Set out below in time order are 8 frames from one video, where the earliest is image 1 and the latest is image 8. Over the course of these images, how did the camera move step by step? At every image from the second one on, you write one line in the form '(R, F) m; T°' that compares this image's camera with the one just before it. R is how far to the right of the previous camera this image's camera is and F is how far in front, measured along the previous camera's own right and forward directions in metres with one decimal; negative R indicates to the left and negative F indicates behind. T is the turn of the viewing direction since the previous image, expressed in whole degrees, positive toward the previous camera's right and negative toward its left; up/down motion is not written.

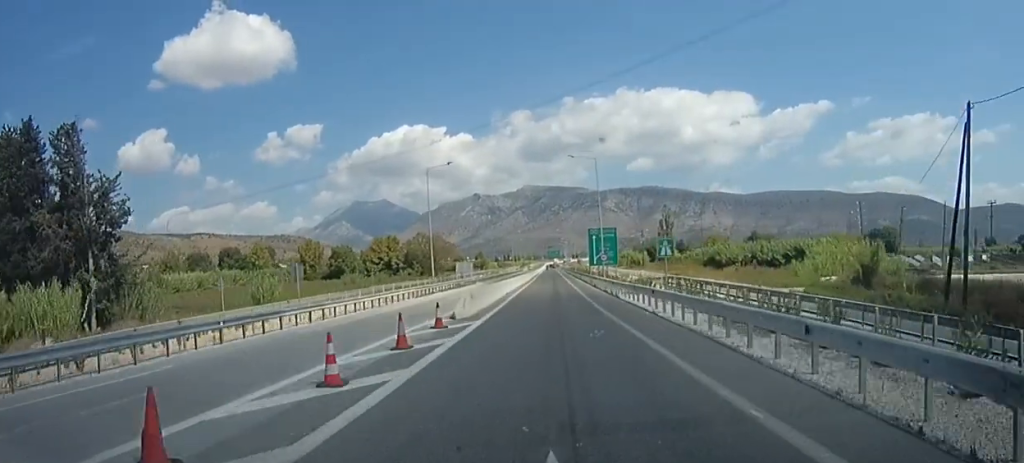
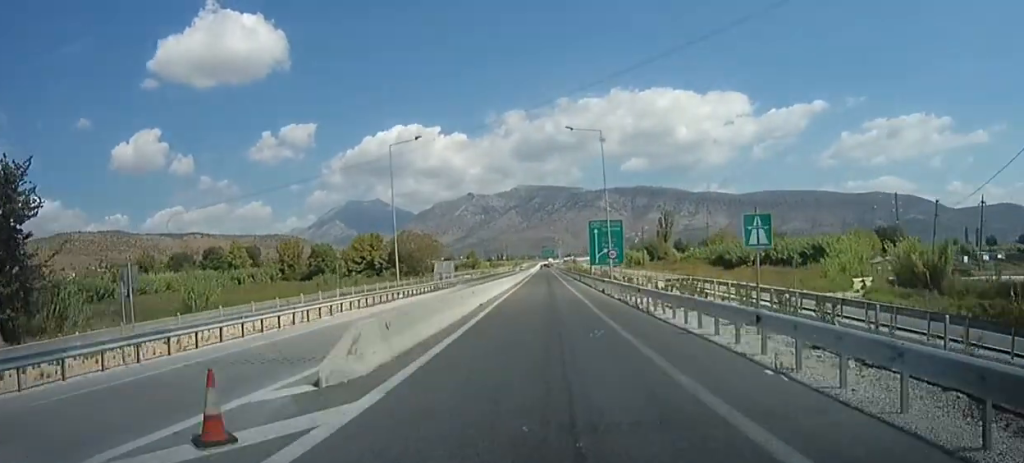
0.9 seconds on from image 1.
(+0.2, +8.9) m; +2°
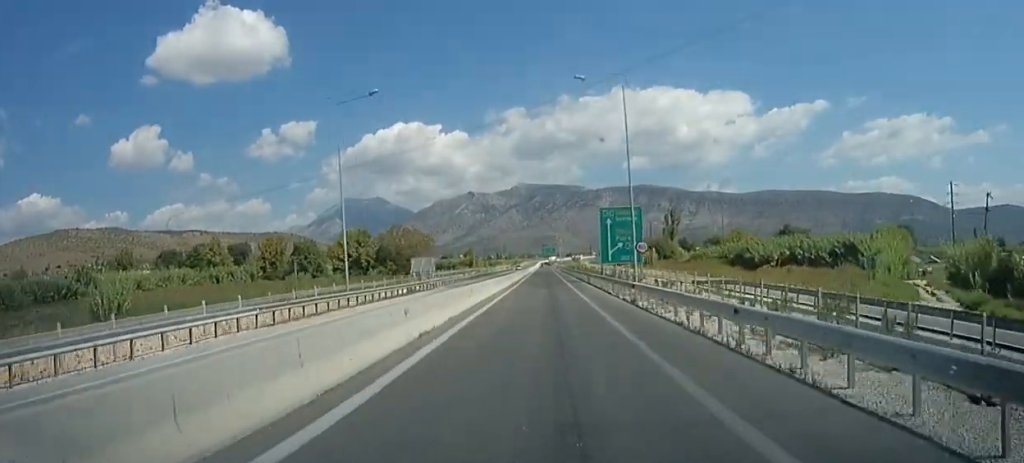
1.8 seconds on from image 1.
(+0.2, +11.5) m; +1°
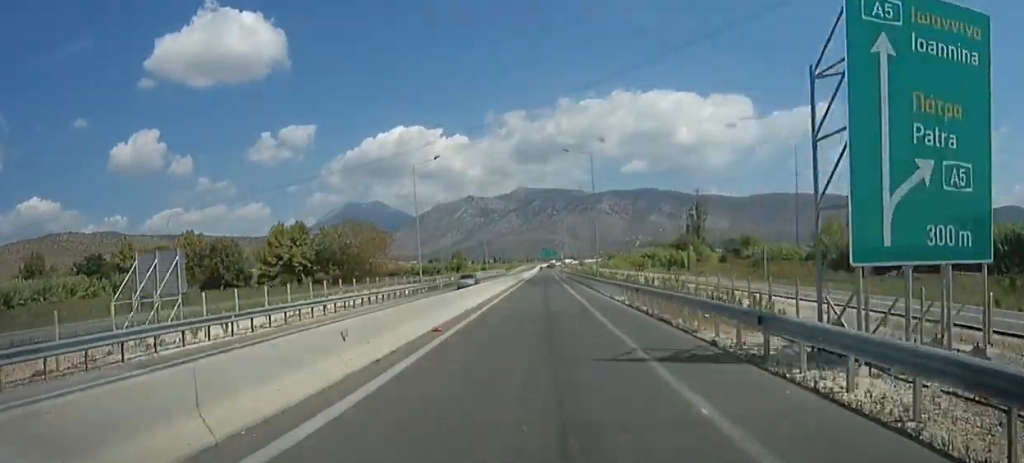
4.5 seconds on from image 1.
(+0.4, +41.0) m; 0°
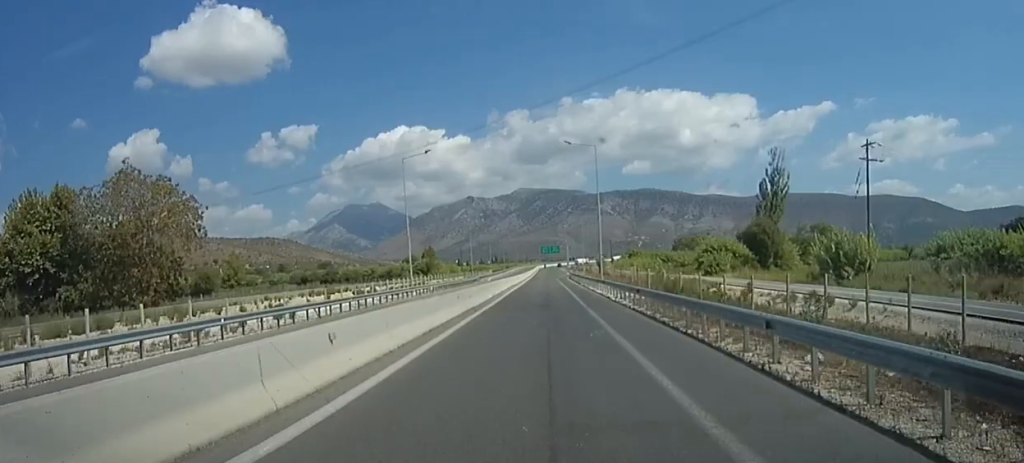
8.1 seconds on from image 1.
(+0.2, +64.7) m; +2°
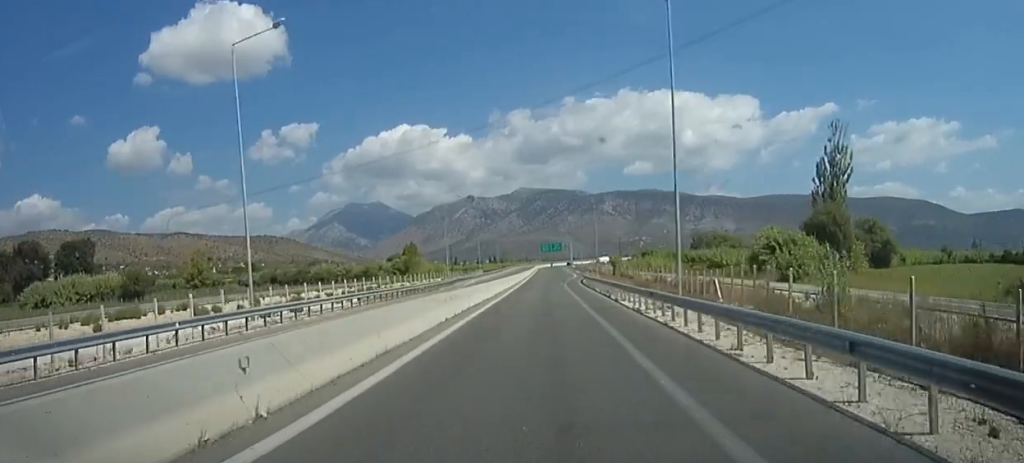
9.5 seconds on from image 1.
(+0.3, +27.6) m; +1°
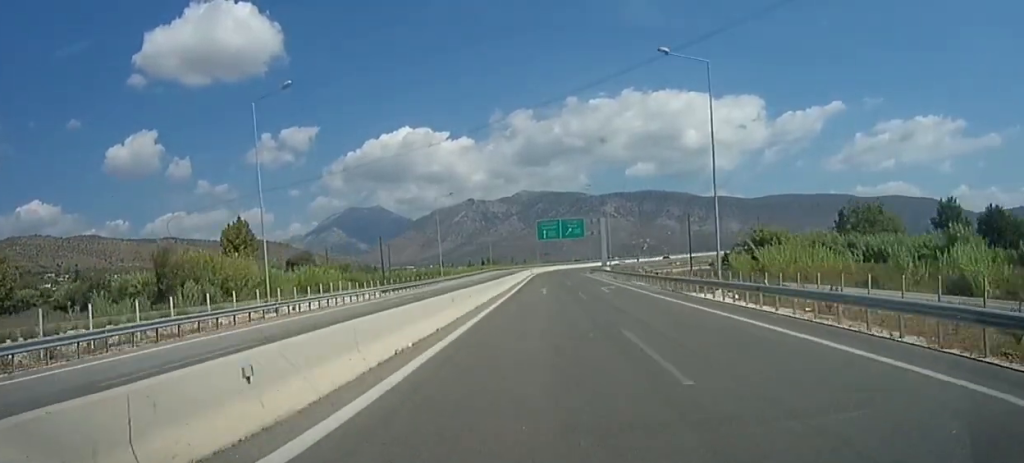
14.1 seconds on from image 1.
(-3.3, +95.7) m; -3°
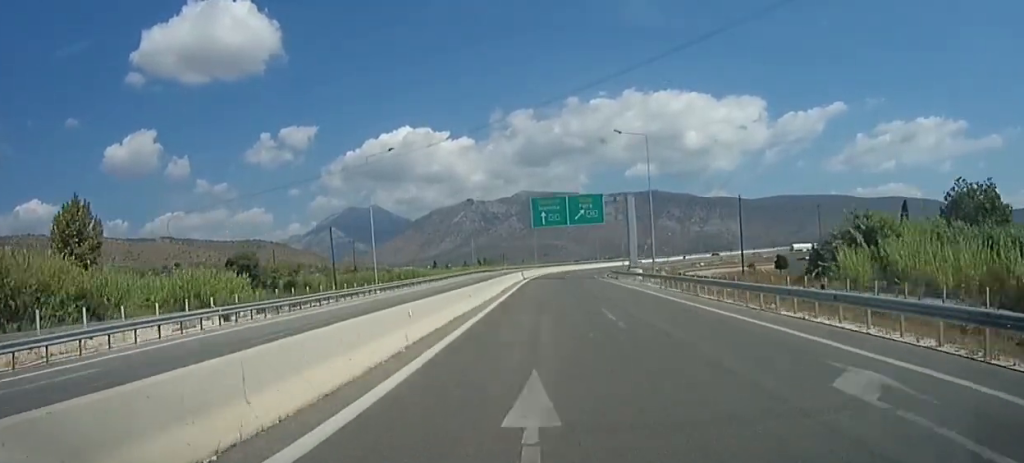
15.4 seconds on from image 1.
(+0.3, +28.3) m; +1°
